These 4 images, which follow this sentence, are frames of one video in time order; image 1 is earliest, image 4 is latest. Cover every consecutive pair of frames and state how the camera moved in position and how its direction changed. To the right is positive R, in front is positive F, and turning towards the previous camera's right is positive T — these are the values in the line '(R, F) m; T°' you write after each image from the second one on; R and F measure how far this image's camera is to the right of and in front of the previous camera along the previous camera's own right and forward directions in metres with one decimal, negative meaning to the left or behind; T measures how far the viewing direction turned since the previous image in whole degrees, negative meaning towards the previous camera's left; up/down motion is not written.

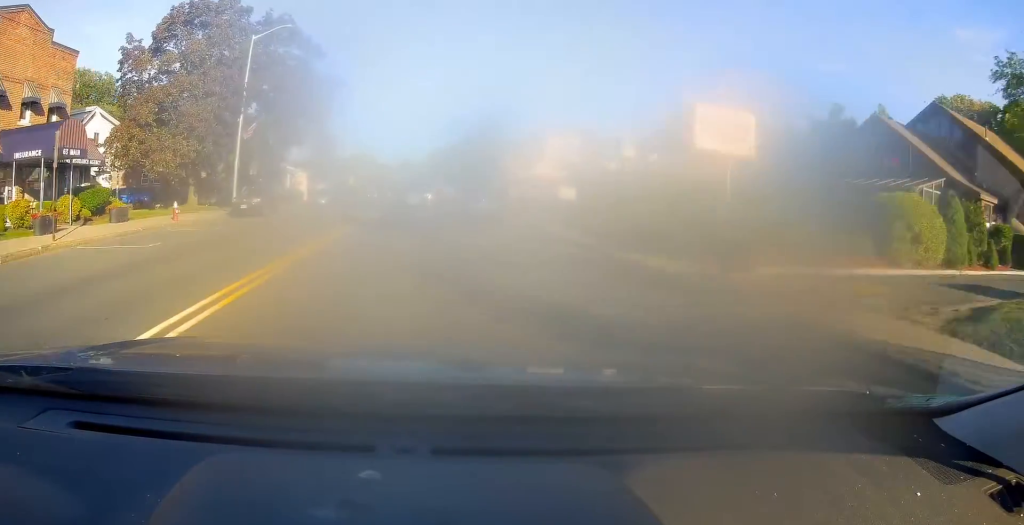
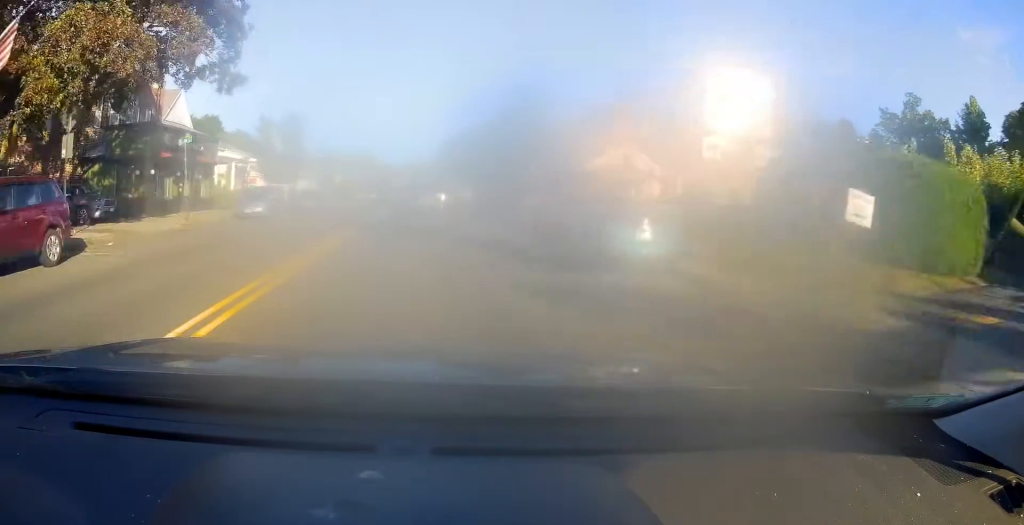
(+0.1, +20.1) m; +1°
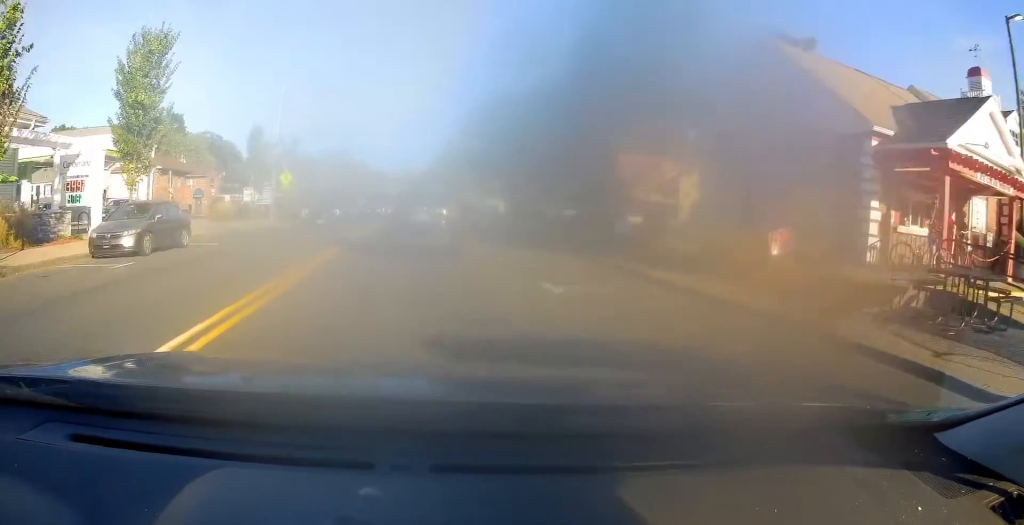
(-1.0, +26.4) m; -3°
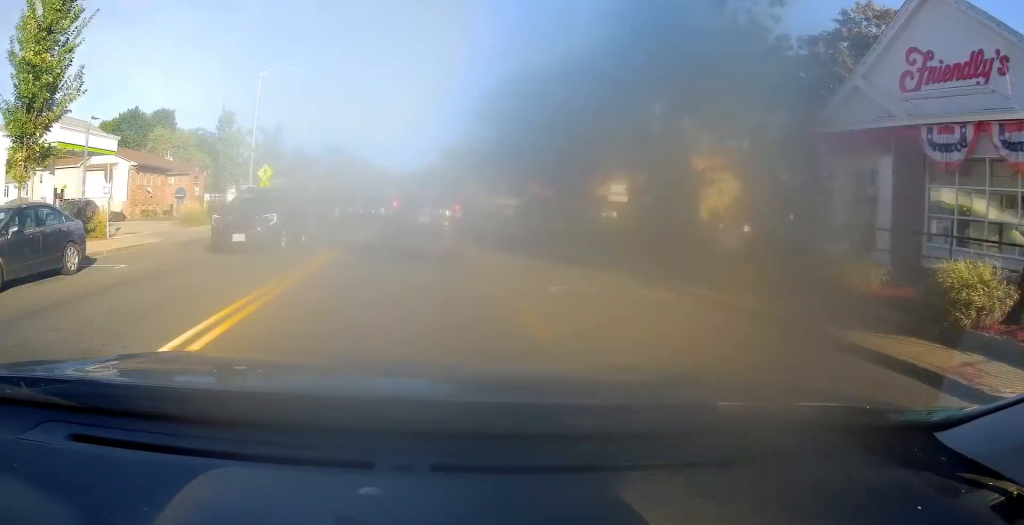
(+0.2, +7.0) m; +2°
